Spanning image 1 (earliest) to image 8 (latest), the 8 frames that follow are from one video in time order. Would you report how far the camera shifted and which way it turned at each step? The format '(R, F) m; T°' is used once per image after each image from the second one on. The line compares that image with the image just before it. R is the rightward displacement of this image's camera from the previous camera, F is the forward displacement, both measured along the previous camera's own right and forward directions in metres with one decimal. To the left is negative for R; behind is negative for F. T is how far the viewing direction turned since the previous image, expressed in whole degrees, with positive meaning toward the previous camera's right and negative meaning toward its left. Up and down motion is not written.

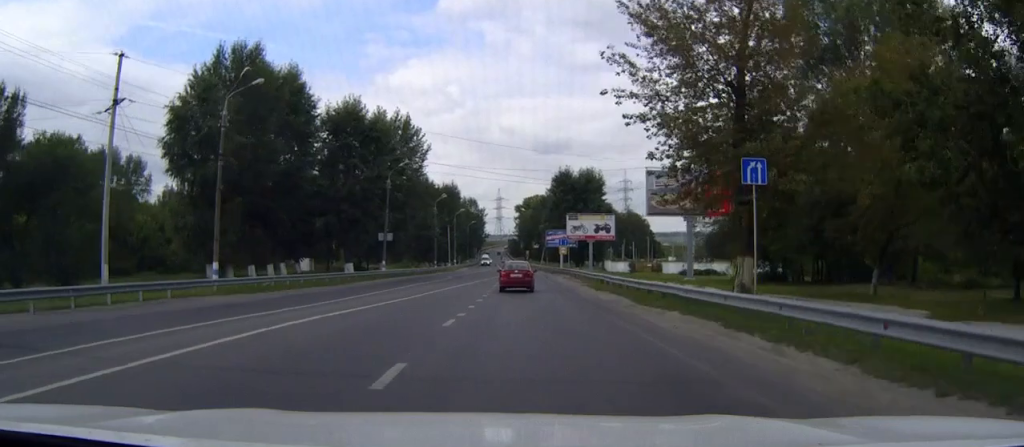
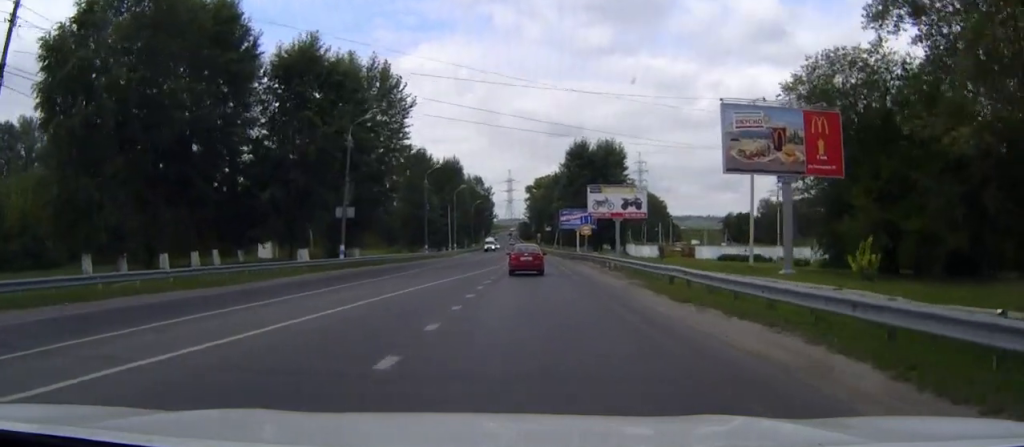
(-0.1, +18.9) m; -1°
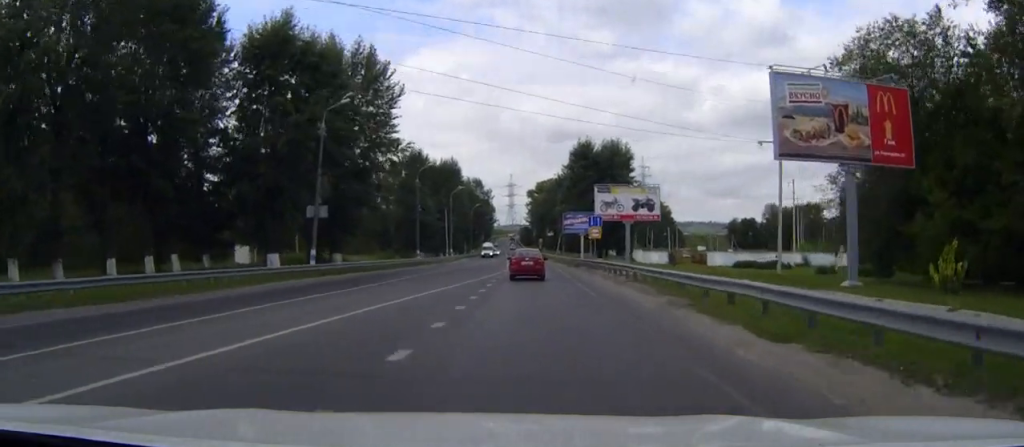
(0.0, +7.3) m; 0°
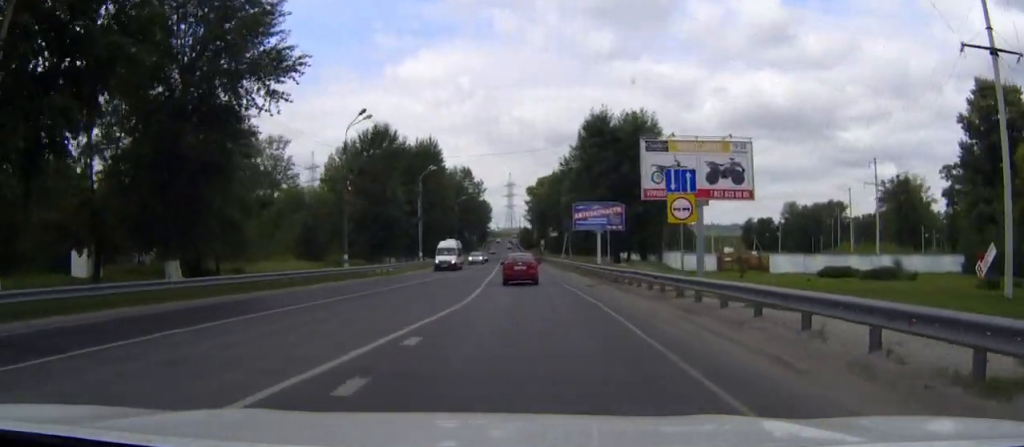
(-0.2, +30.4) m; -1°
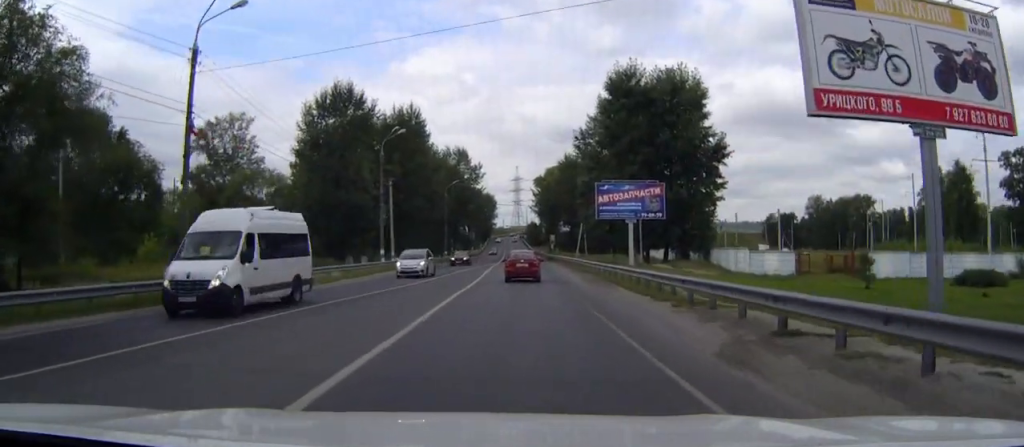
(-0.2, +23.8) m; -1°
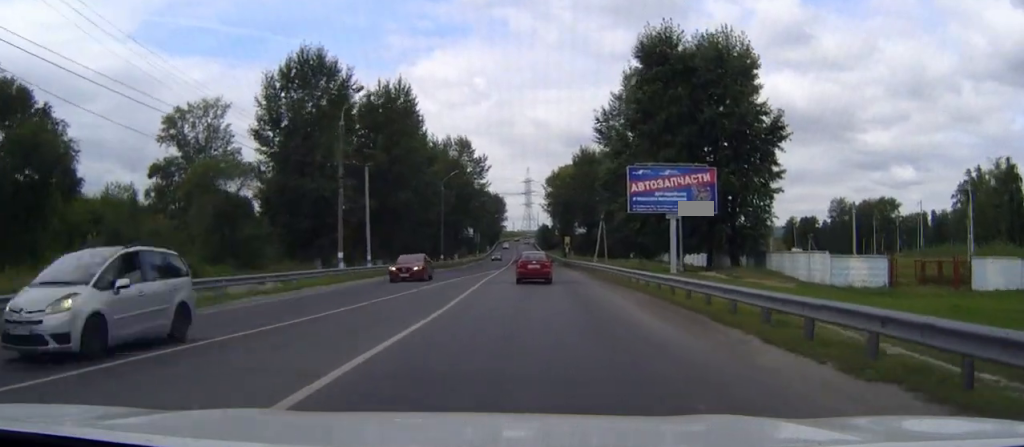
(0.0, +15.3) m; 0°
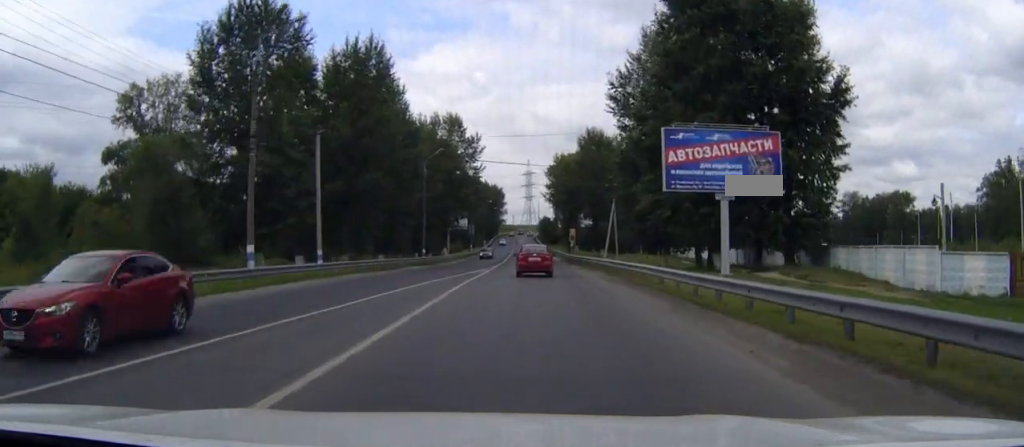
(0.0, +13.8) m; 0°
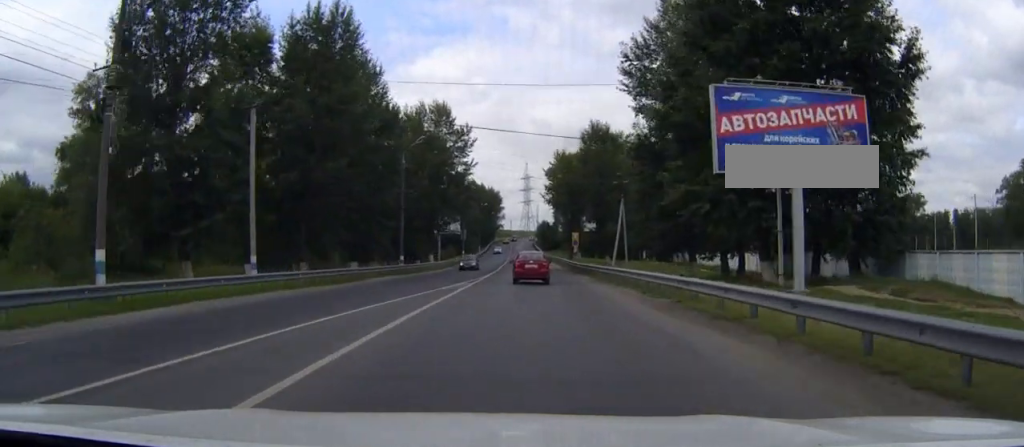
(0.0, +11.0) m; 0°
